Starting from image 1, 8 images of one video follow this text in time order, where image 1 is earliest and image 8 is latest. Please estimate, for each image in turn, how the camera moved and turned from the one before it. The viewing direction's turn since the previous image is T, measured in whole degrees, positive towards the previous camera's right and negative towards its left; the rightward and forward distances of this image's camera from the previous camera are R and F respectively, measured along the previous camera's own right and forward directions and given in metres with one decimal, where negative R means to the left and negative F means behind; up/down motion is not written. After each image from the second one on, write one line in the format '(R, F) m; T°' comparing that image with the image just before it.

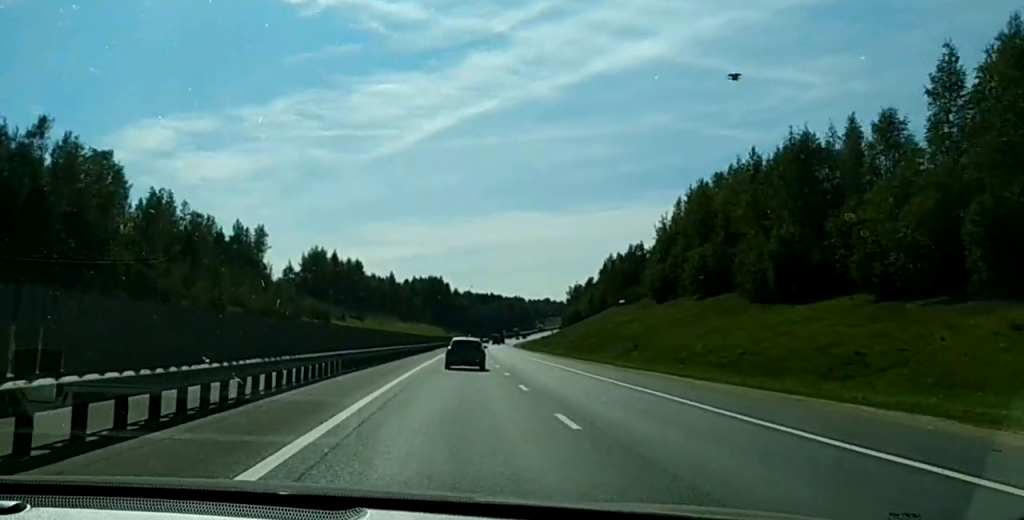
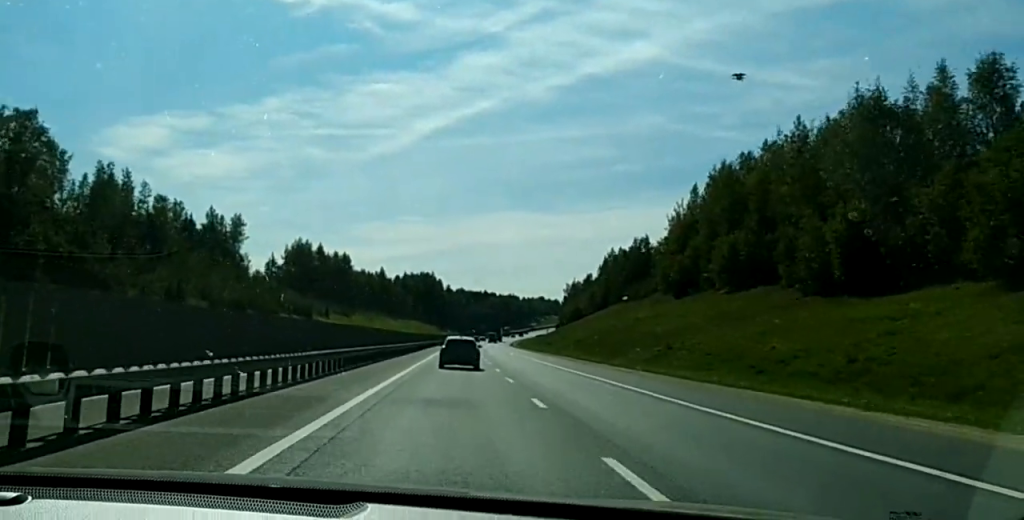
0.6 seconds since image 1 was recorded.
(0.0, +17.9) m; 0°
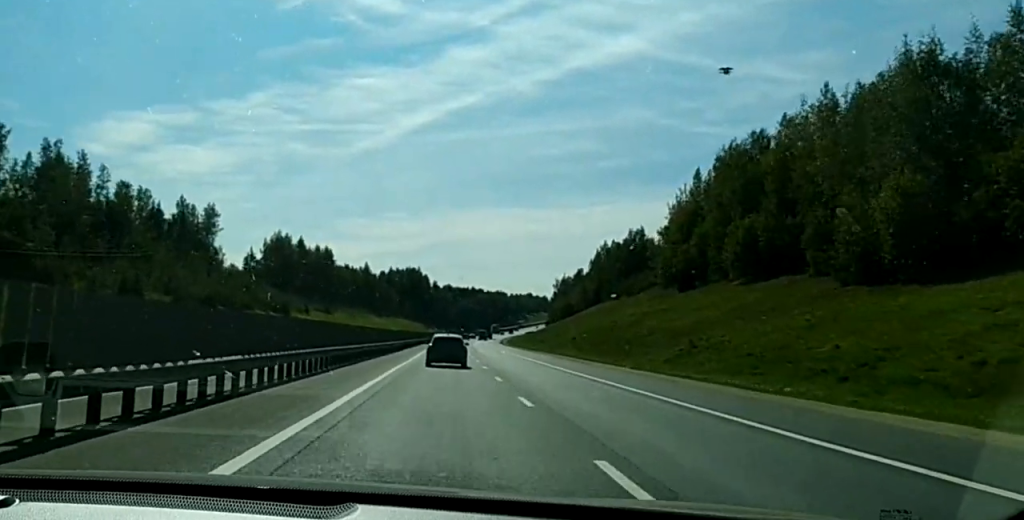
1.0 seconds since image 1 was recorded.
(0.0, +12.0) m; 0°
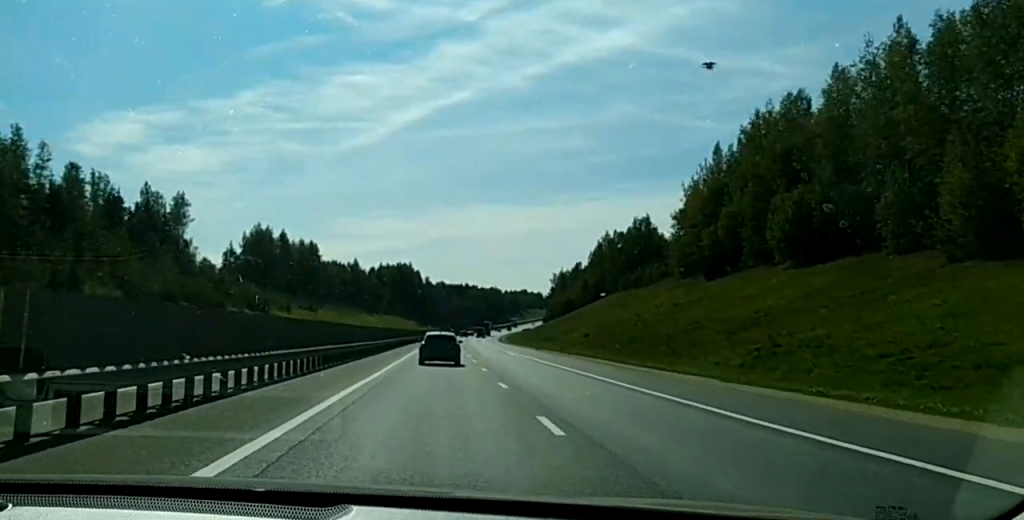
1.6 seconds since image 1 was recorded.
(+0.1, +17.9) m; 0°
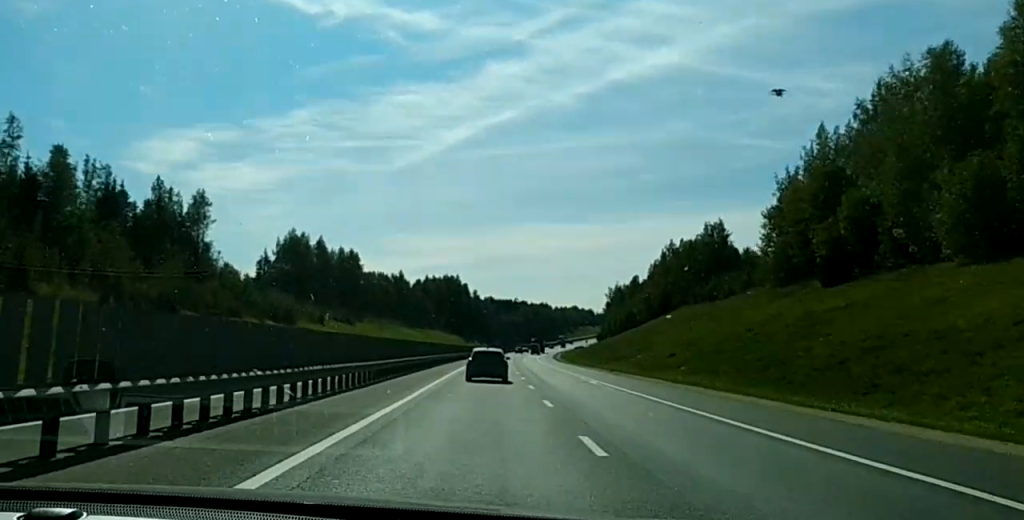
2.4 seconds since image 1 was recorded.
(+0.2, +24.0) m; 0°
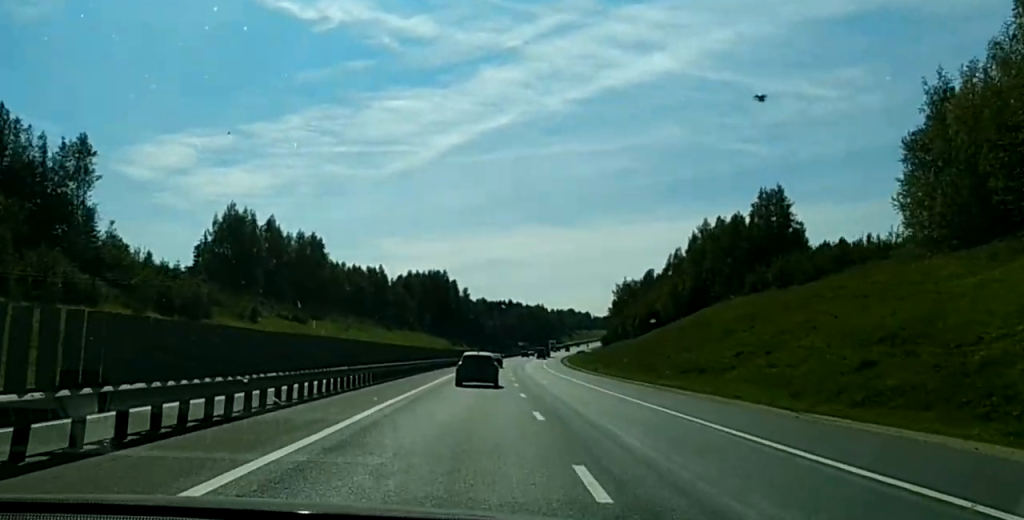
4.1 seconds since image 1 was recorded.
(-0.5, +51.8) m; 0°
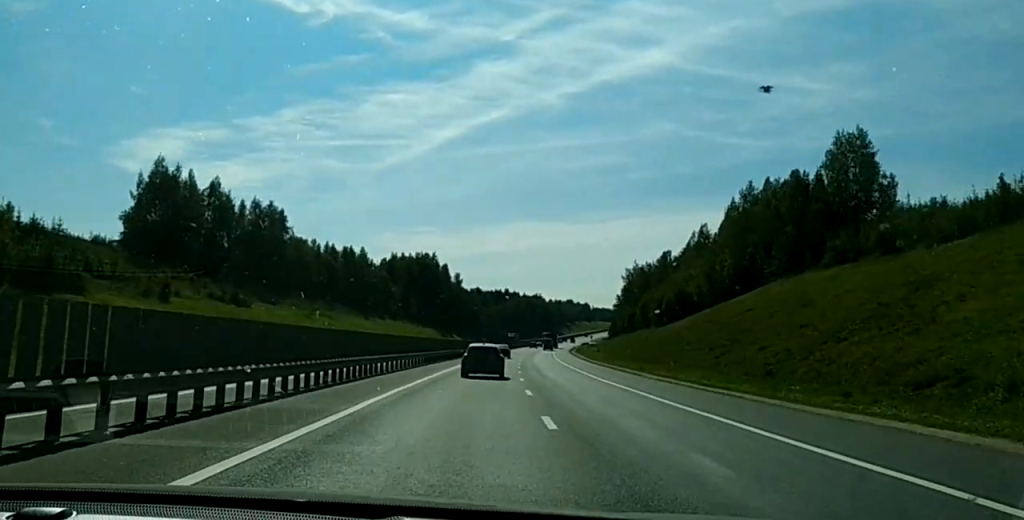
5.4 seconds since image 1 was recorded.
(+0.4, +42.7) m; +1°
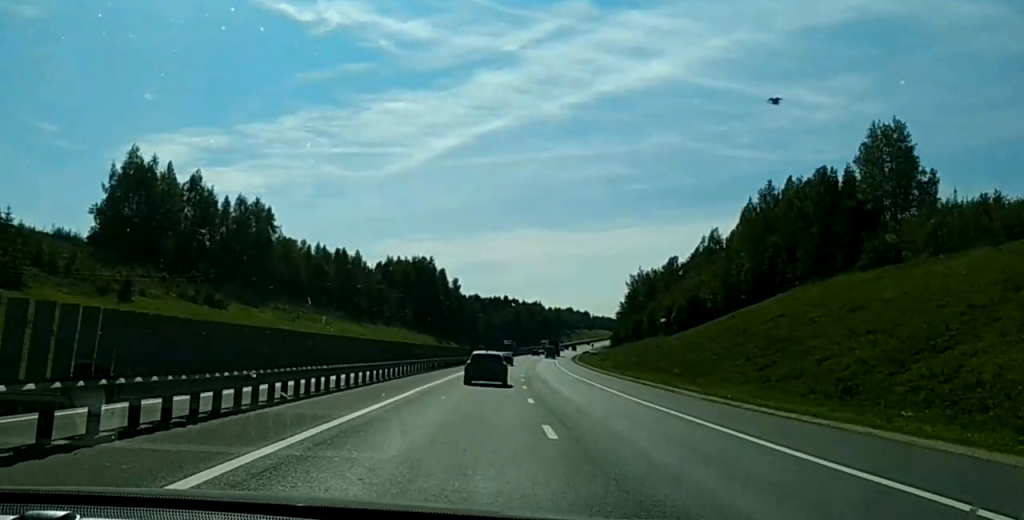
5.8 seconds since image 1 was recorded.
(+0.1, +14.7) m; 0°
